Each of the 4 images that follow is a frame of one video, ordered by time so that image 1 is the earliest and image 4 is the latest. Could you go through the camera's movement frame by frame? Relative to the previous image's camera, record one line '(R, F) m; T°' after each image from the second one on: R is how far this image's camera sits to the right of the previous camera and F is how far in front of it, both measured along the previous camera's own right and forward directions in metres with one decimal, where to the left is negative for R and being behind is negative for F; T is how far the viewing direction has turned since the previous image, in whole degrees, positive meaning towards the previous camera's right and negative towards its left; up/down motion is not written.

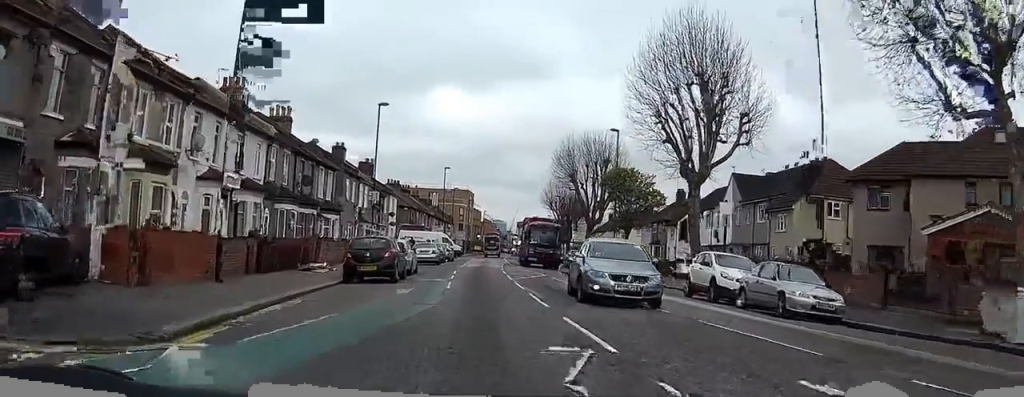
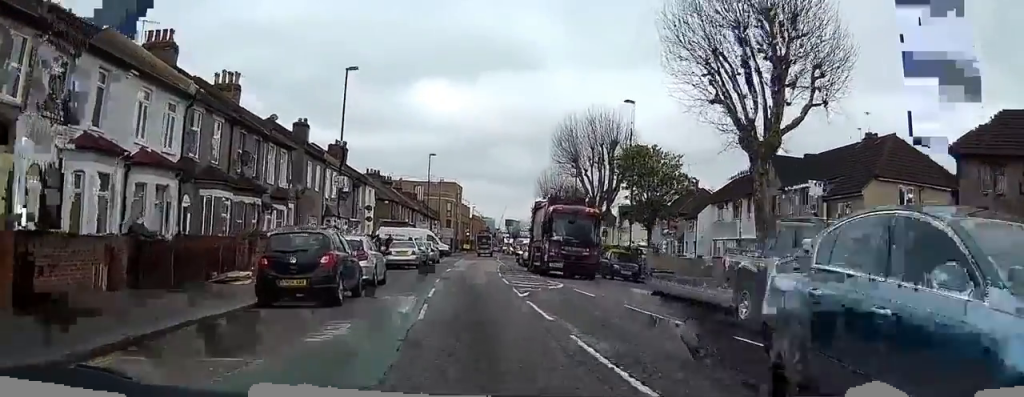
(+0.1, +8.7) m; +1°
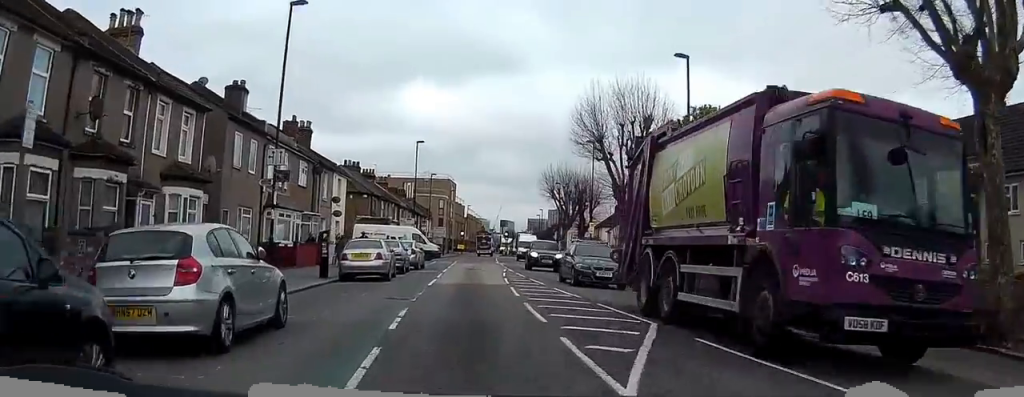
(+0.2, +12.0) m; +2°
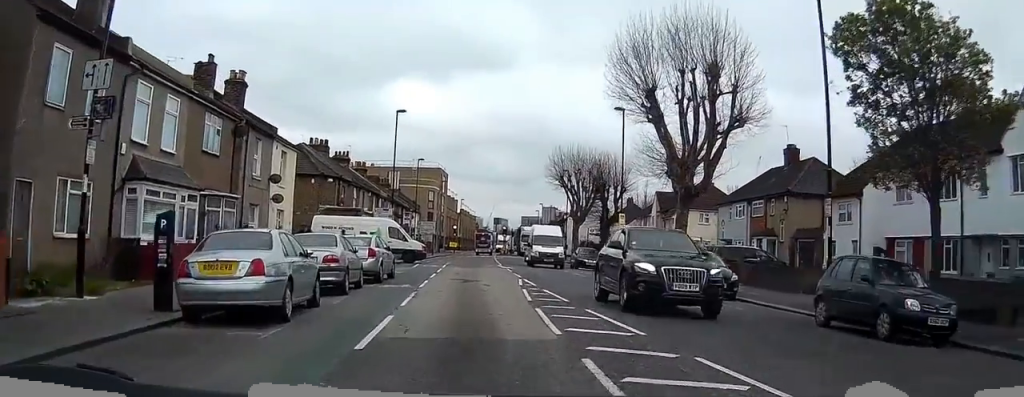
(+0.2, +13.8) m; +1°
